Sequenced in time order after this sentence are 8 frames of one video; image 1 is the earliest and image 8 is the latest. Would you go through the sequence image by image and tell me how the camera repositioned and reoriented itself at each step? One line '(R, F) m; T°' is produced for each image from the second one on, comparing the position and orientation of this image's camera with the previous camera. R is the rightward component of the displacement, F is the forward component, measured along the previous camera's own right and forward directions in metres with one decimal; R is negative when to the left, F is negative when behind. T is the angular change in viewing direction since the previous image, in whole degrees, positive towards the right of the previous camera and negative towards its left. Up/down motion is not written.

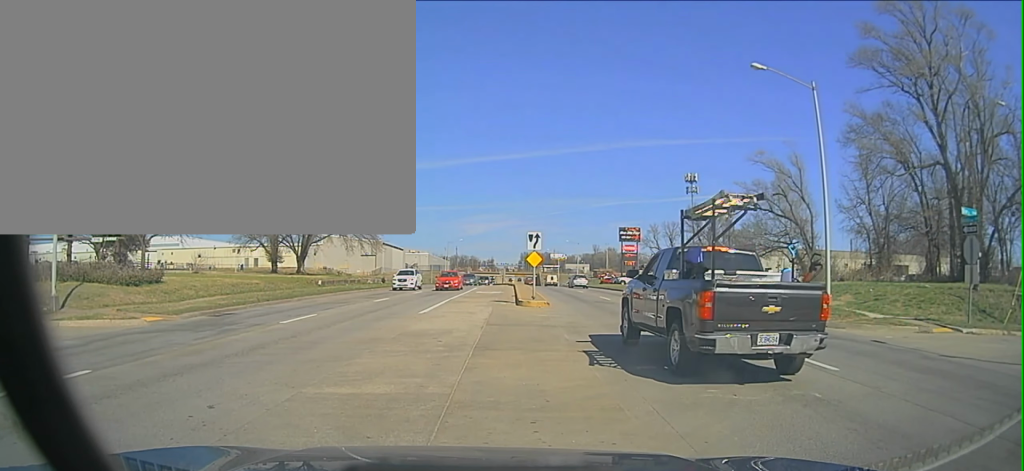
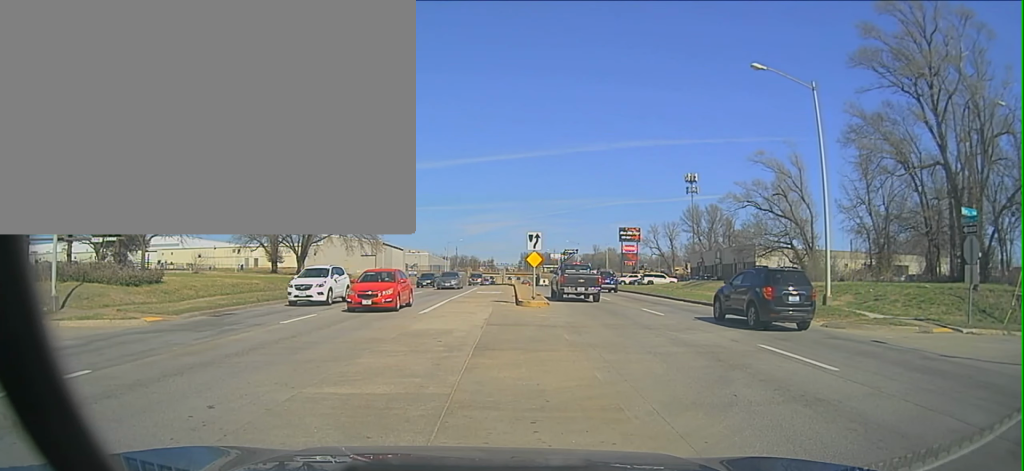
(0.0, 0.0) m; 0°
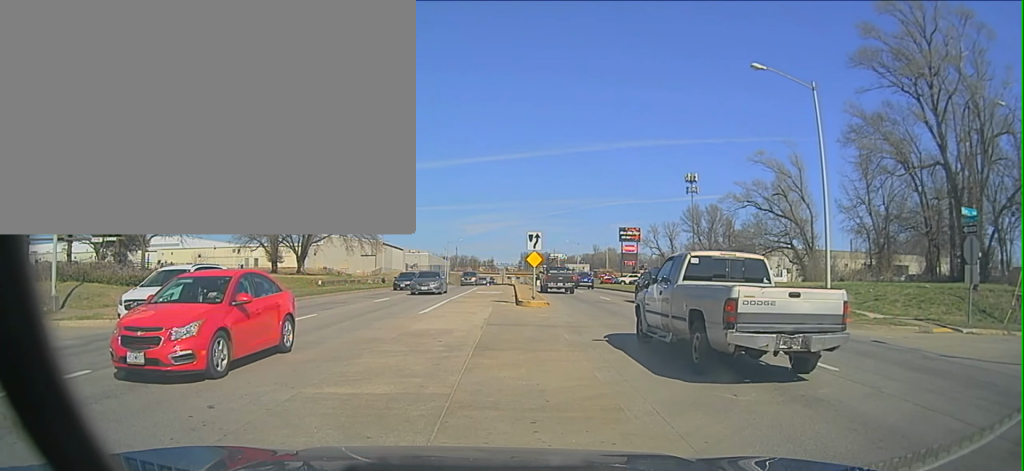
(0.0, 0.0) m; 0°
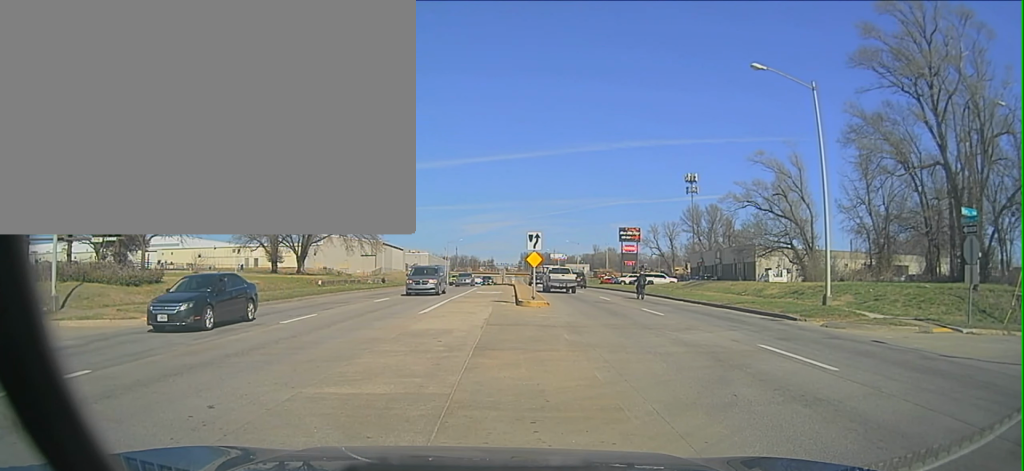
(0.0, 0.0) m; 0°
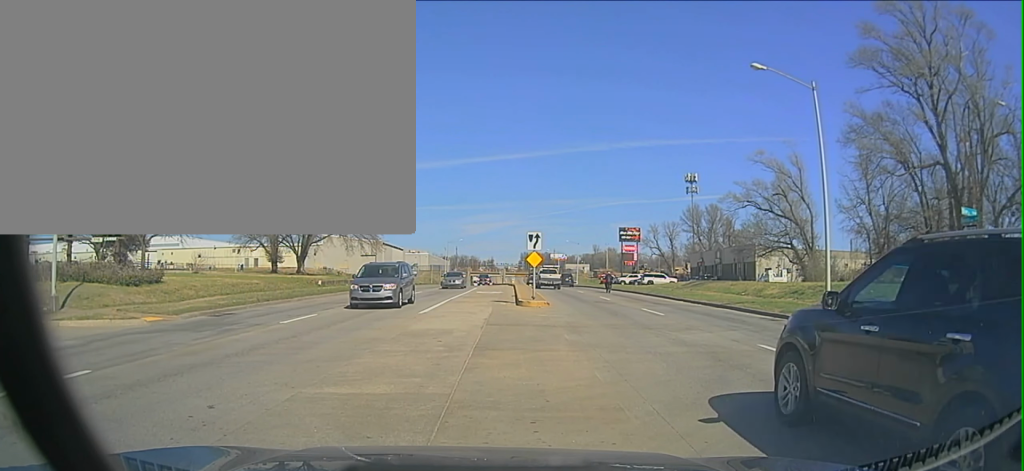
(0.0, 0.0) m; 0°
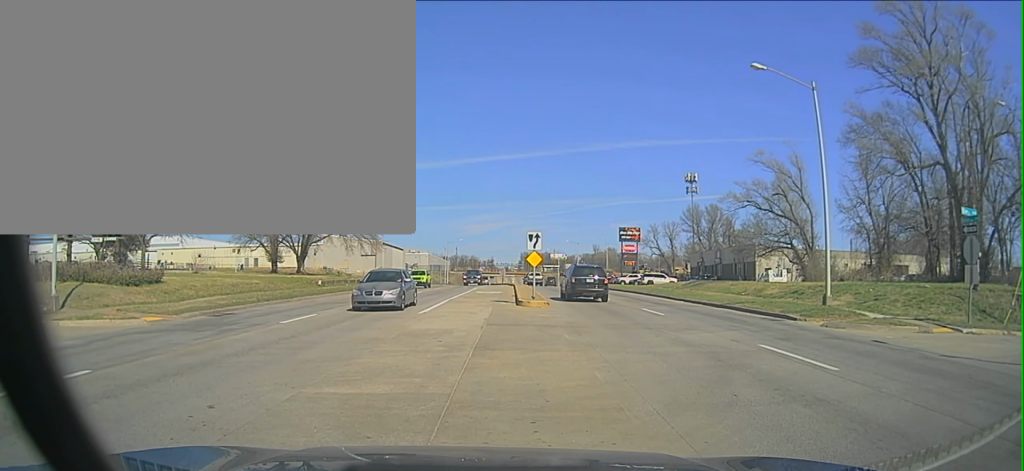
(0.0, 0.0) m; 0°
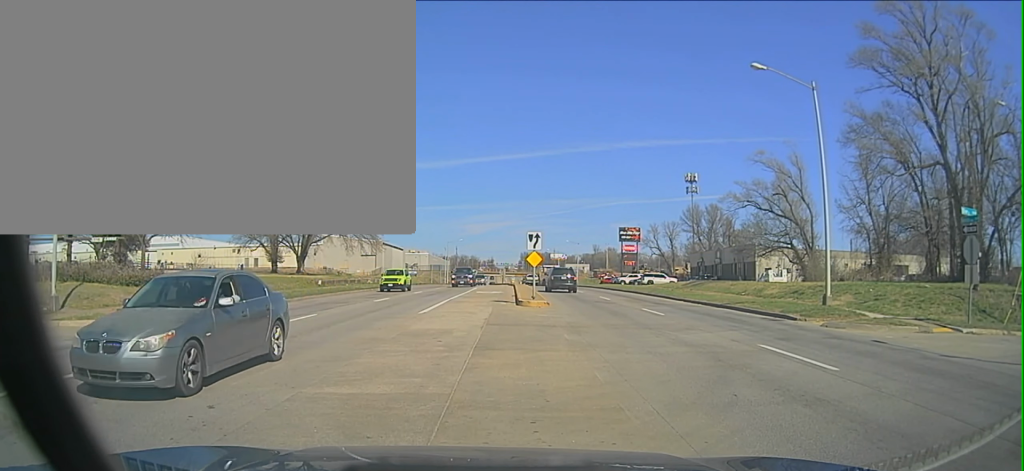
(0.0, 0.0) m; 0°
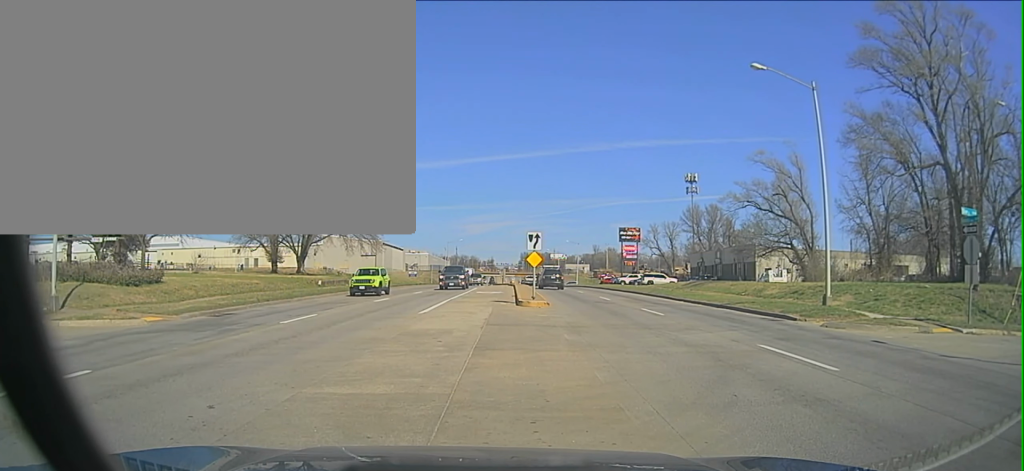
(0.0, 0.0) m; 0°
